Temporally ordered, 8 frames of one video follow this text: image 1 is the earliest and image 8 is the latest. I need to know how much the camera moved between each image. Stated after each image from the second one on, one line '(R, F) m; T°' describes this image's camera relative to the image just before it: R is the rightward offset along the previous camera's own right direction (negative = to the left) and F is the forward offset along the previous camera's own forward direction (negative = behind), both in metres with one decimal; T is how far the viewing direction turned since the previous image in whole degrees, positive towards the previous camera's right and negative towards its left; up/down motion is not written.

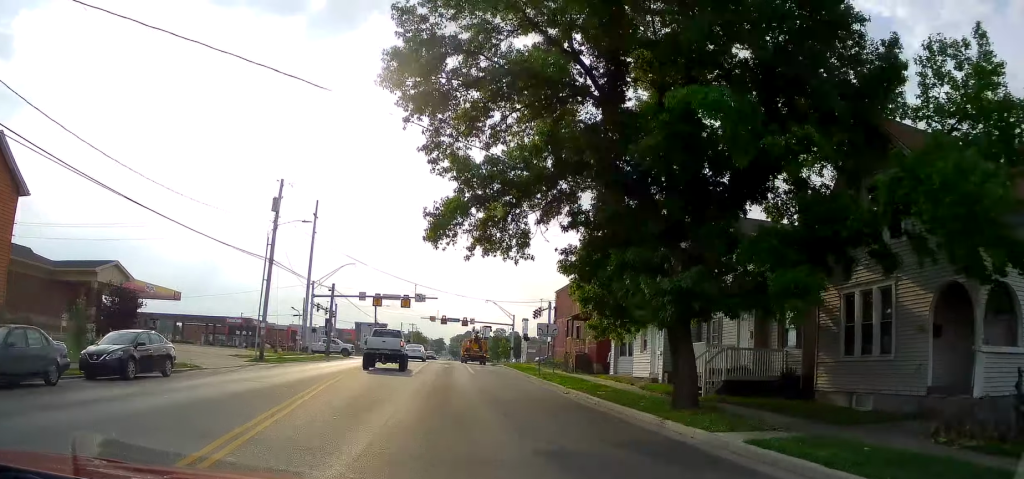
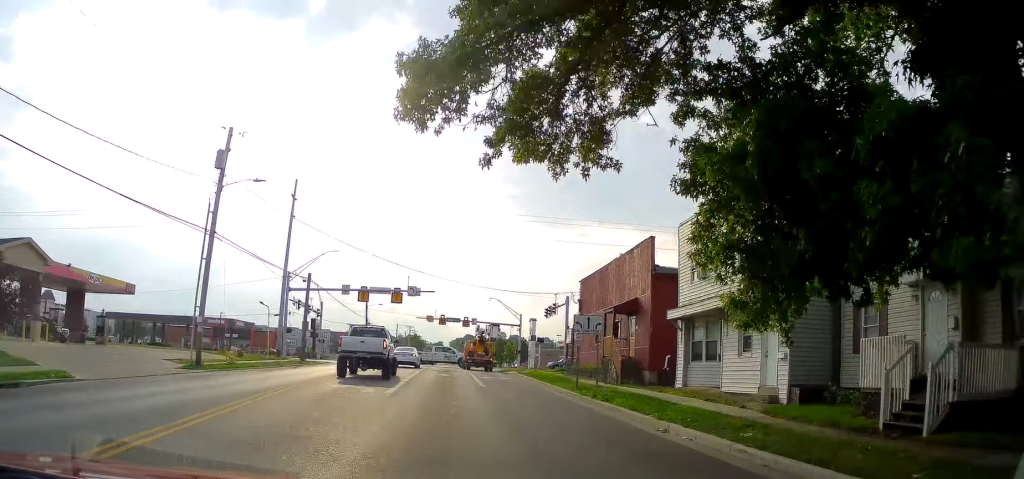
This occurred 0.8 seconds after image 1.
(0.0, +11.1) m; 0°
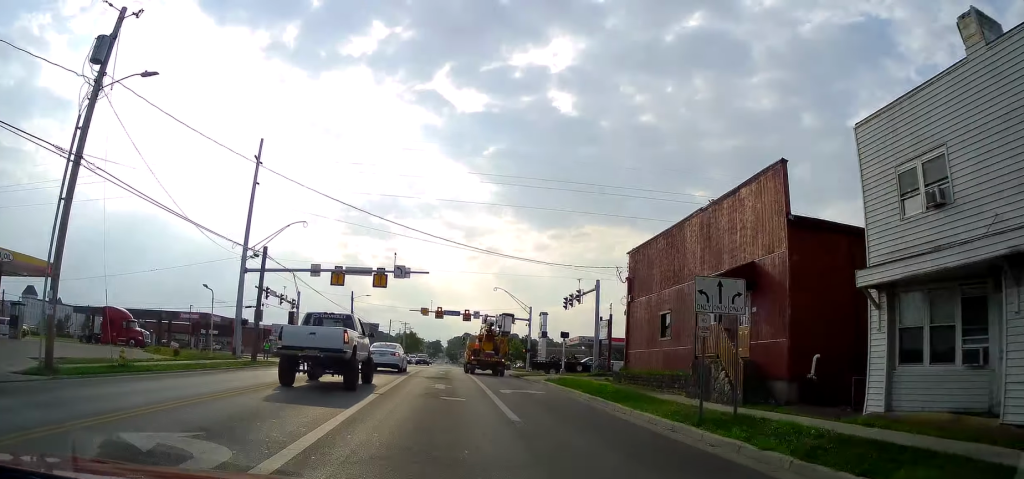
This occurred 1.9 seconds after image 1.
(+0.1, +13.3) m; -1°
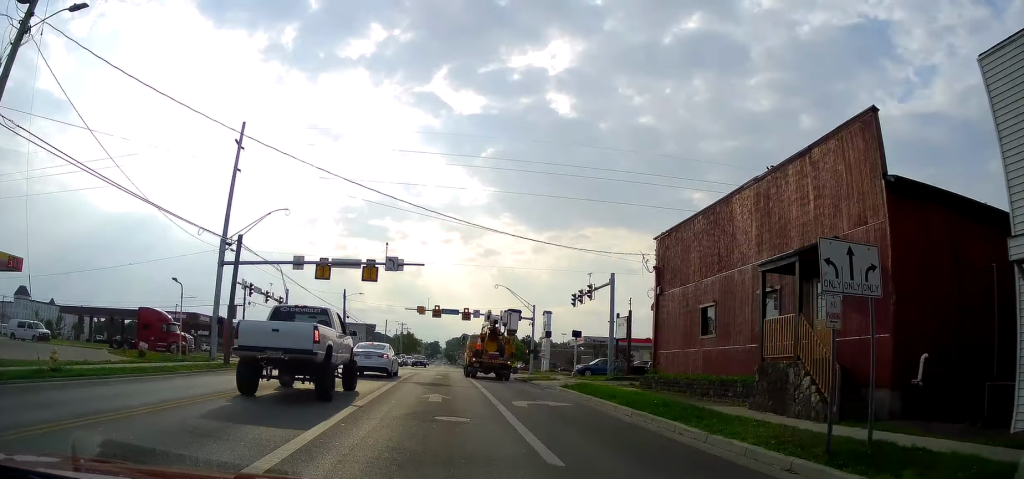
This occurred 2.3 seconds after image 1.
(+0.1, +5.1) m; -1°
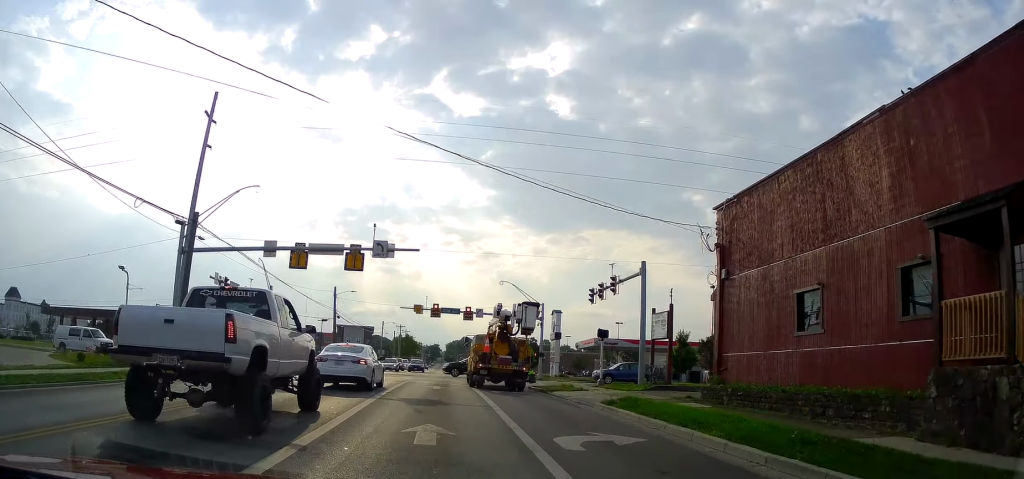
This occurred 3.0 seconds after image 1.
(-0.2, +7.5) m; 0°
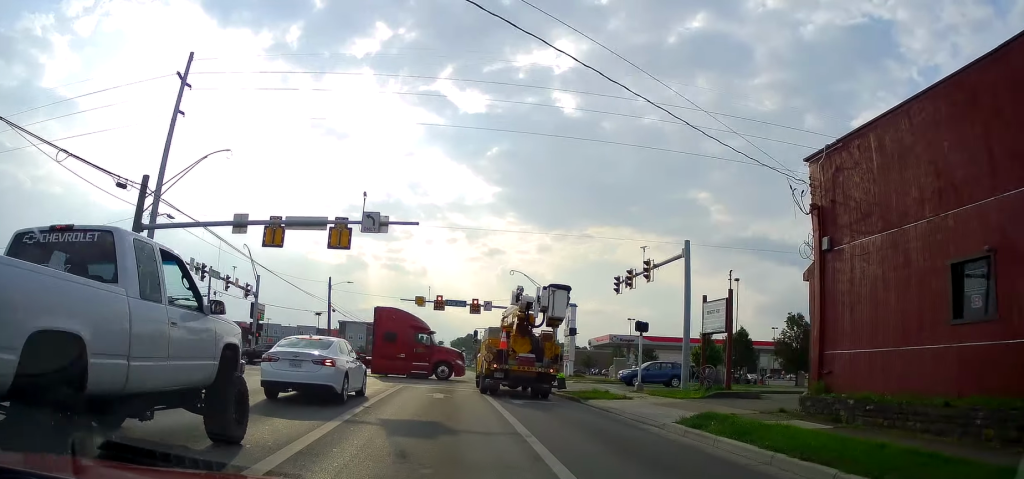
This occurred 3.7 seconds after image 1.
(-0.2, +7.1) m; +1°
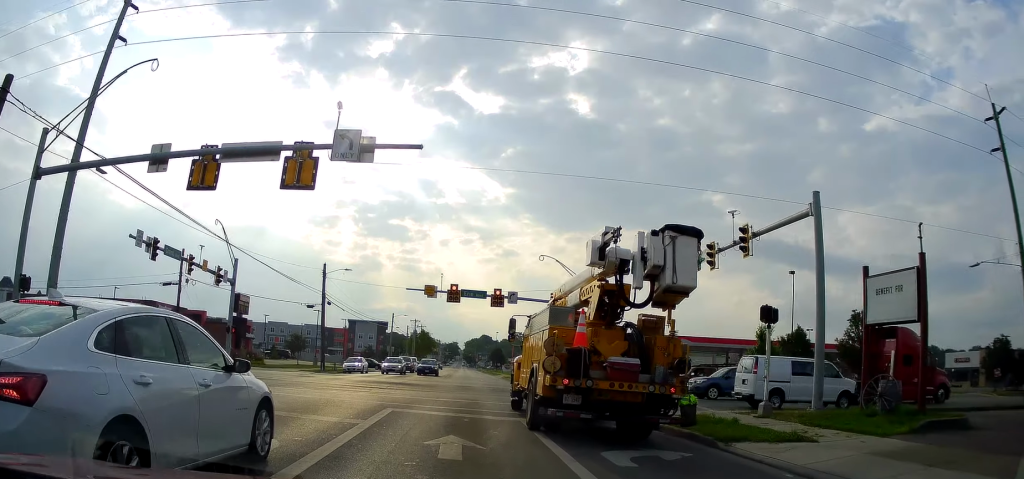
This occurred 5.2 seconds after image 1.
(+0.8, +13.9) m; +4°
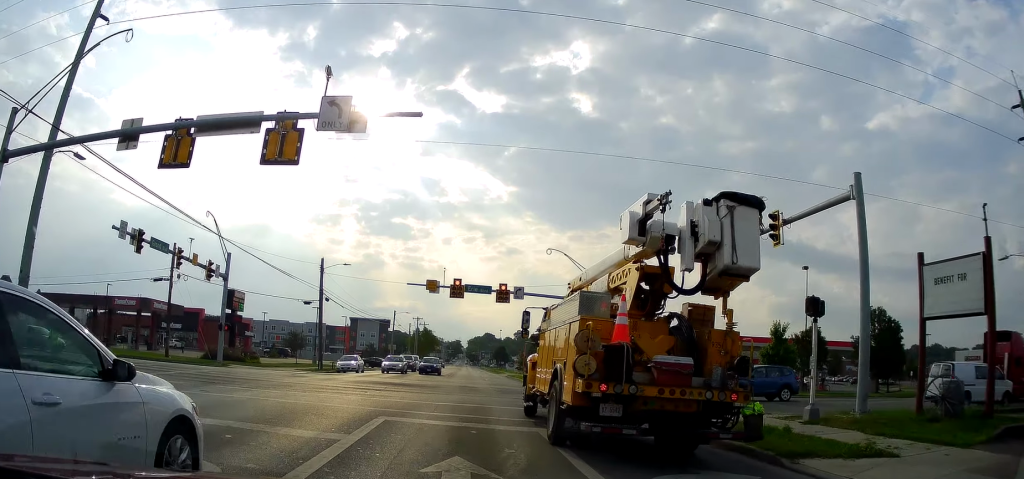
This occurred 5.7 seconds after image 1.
(0.0, +3.7) m; +2°
